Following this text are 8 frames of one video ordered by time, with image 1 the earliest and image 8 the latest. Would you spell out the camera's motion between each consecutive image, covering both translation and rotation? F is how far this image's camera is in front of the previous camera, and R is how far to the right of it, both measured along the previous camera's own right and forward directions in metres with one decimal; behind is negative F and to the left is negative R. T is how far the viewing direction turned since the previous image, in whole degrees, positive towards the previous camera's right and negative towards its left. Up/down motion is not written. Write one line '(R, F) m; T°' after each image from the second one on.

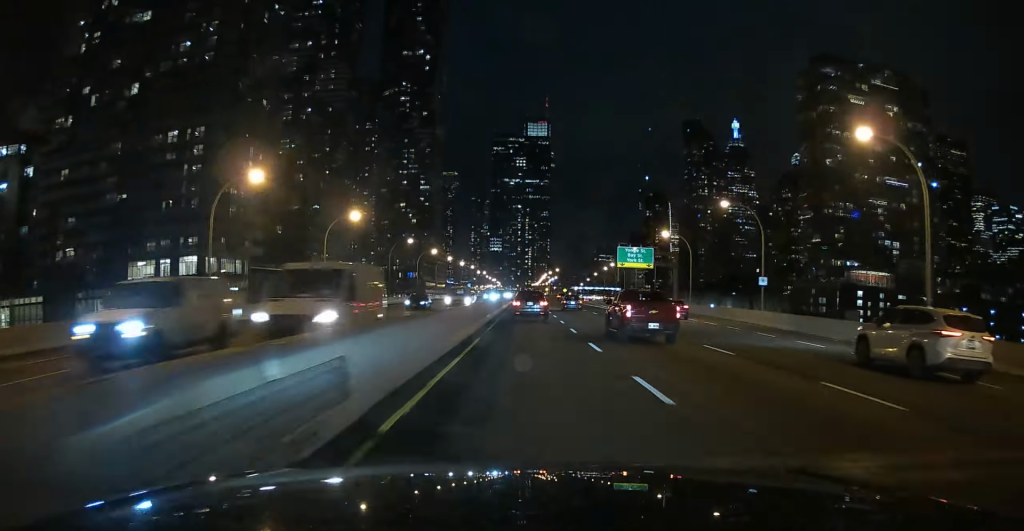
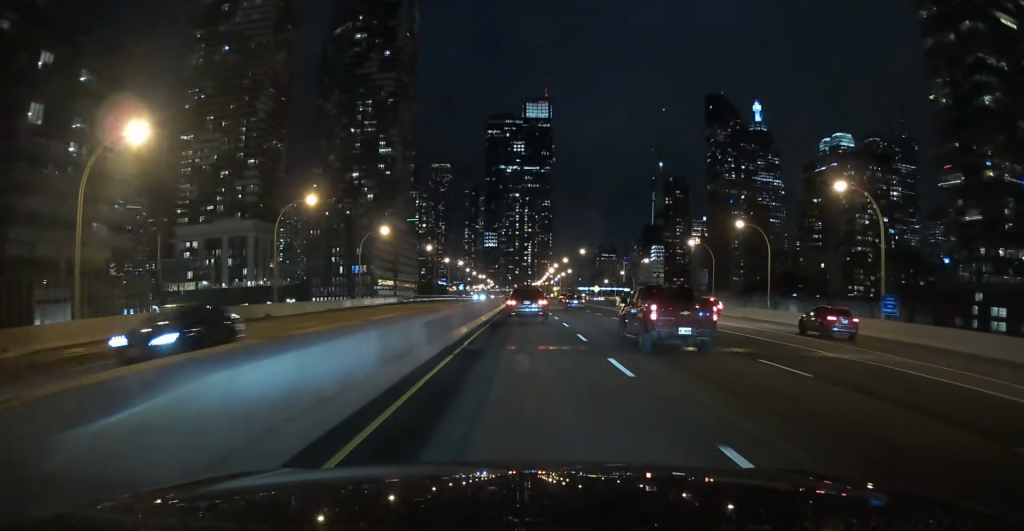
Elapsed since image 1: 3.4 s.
(0.0, +95.1) m; 0°
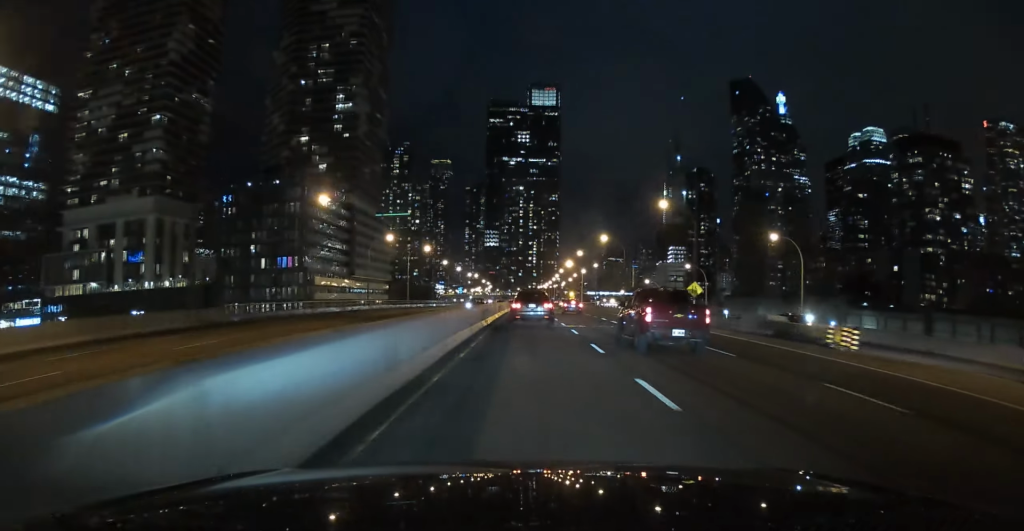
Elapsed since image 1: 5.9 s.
(+0.1, +66.6) m; 0°
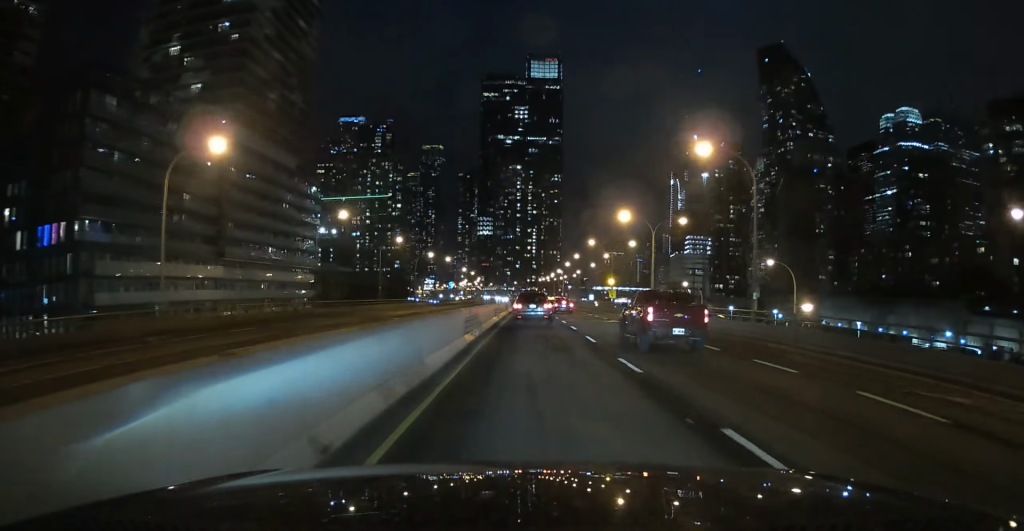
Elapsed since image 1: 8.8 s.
(-0.1, +78.0) m; 0°
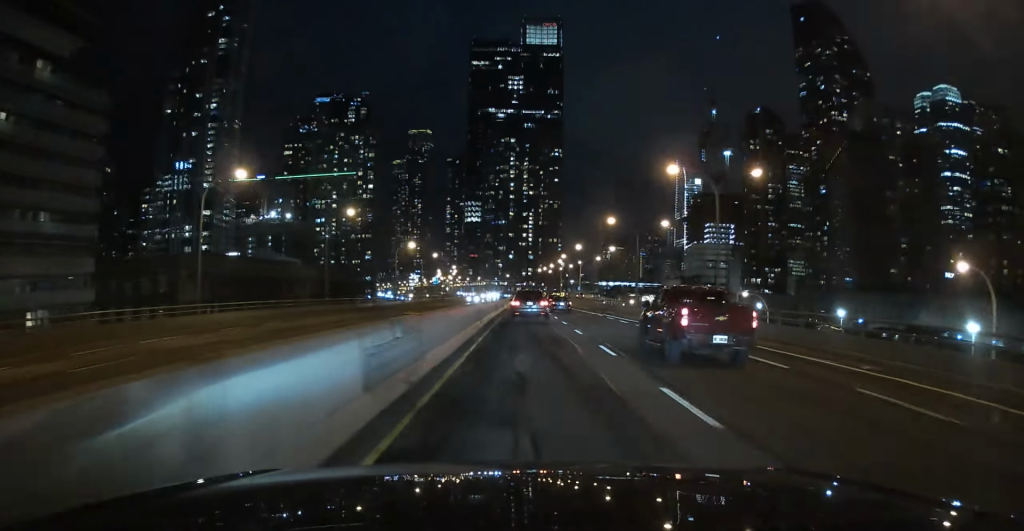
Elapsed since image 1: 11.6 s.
(+0.2, +77.5) m; 0°
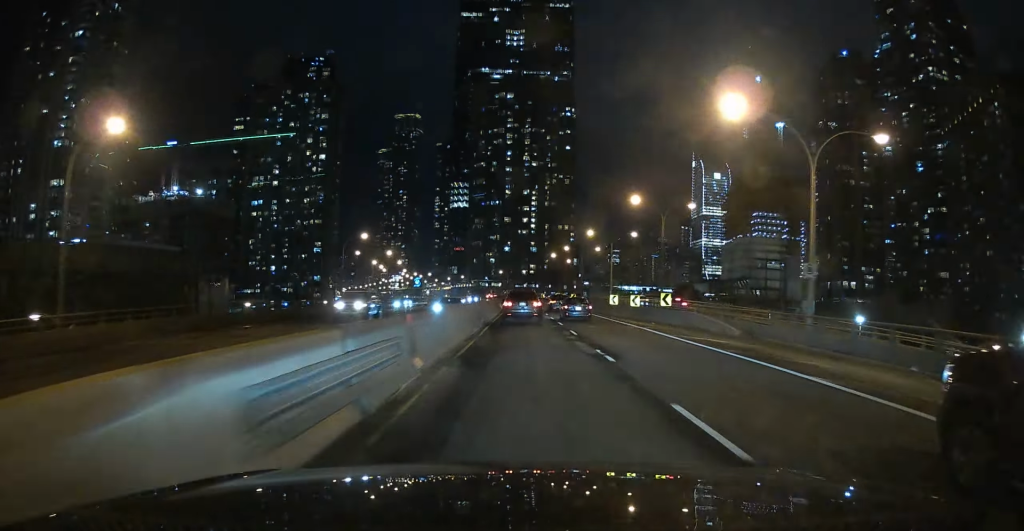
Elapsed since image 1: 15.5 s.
(-0.1, +101.0) m; 0°
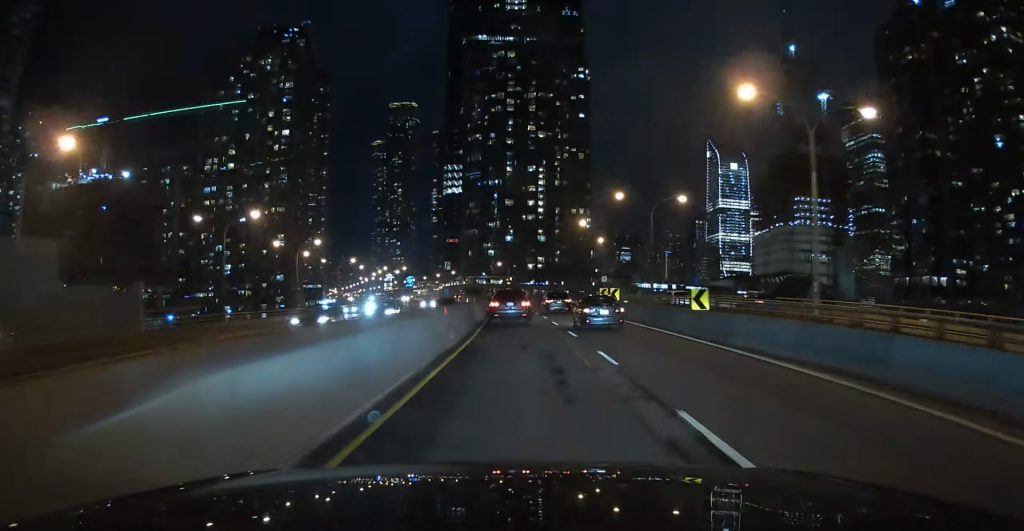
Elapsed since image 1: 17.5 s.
(-0.1, +53.0) m; -1°
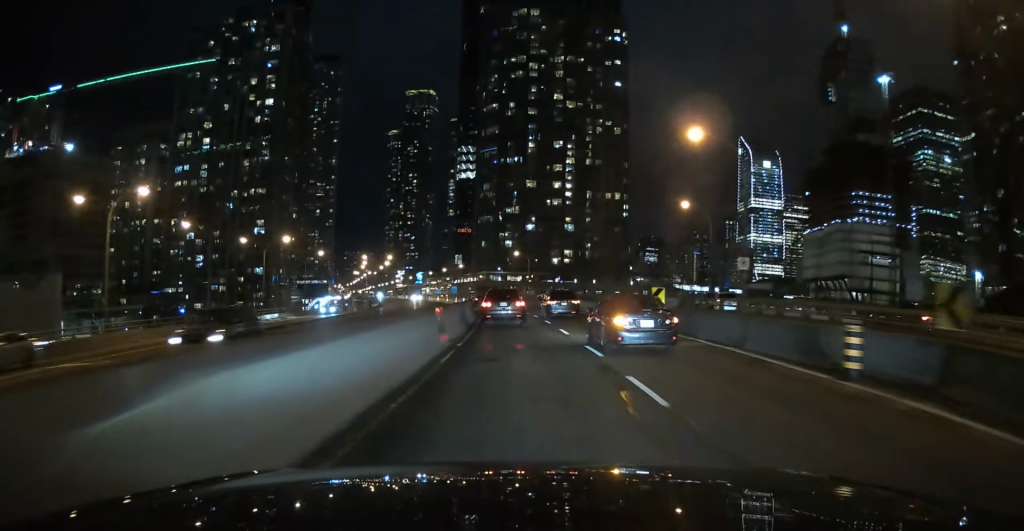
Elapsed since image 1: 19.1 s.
(0.0, +39.6) m; -1°
